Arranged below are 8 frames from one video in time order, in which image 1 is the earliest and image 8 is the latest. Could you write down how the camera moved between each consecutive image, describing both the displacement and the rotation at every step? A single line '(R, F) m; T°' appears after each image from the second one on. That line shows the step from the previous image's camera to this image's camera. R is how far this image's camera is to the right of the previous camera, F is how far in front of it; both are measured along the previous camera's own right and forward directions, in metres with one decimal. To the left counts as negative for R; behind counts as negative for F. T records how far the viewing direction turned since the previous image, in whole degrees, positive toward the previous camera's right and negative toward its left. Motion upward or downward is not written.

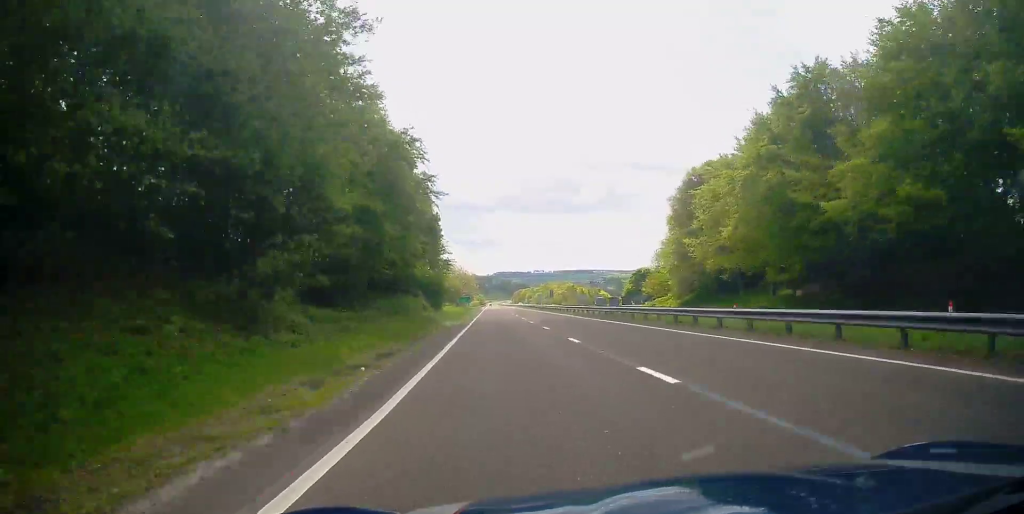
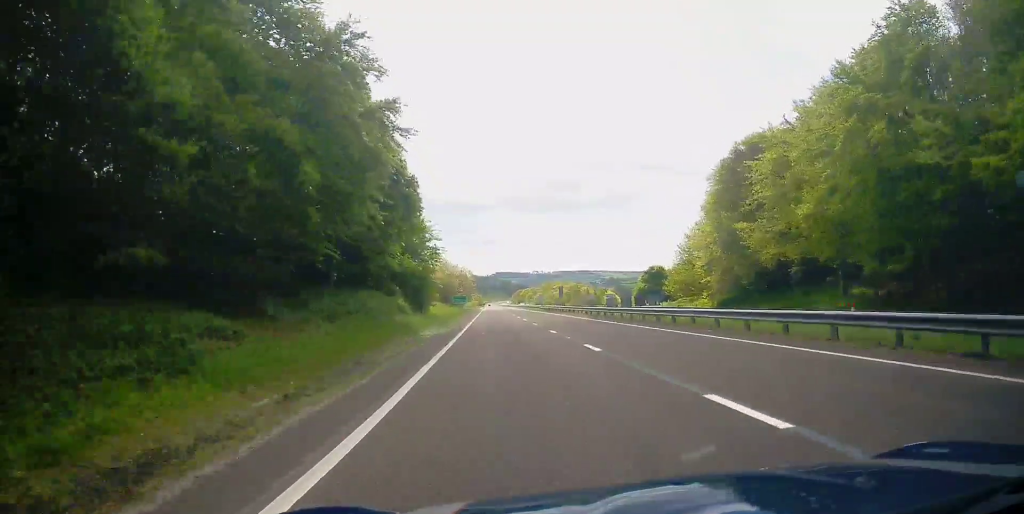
(+0.1, +12.7) m; +1°
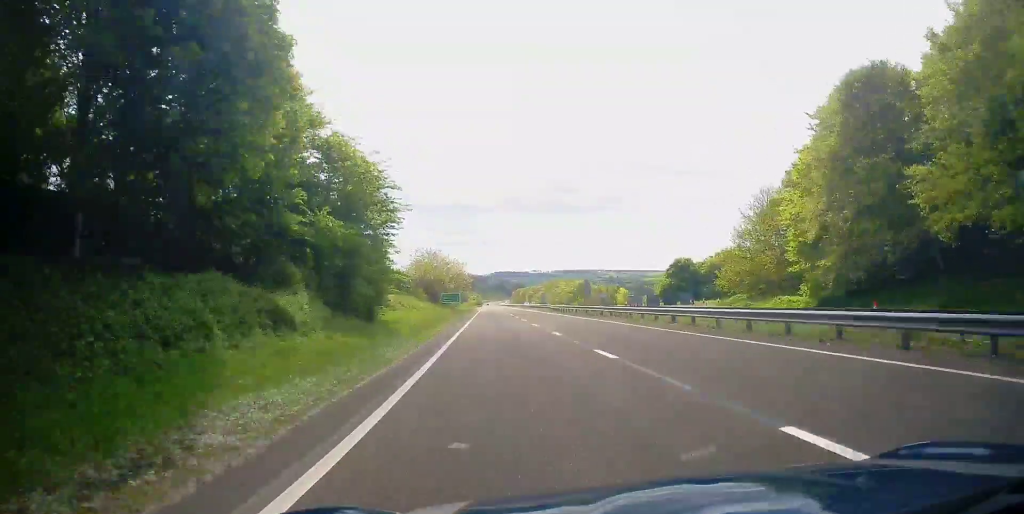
(+0.2, +19.1) m; 0°
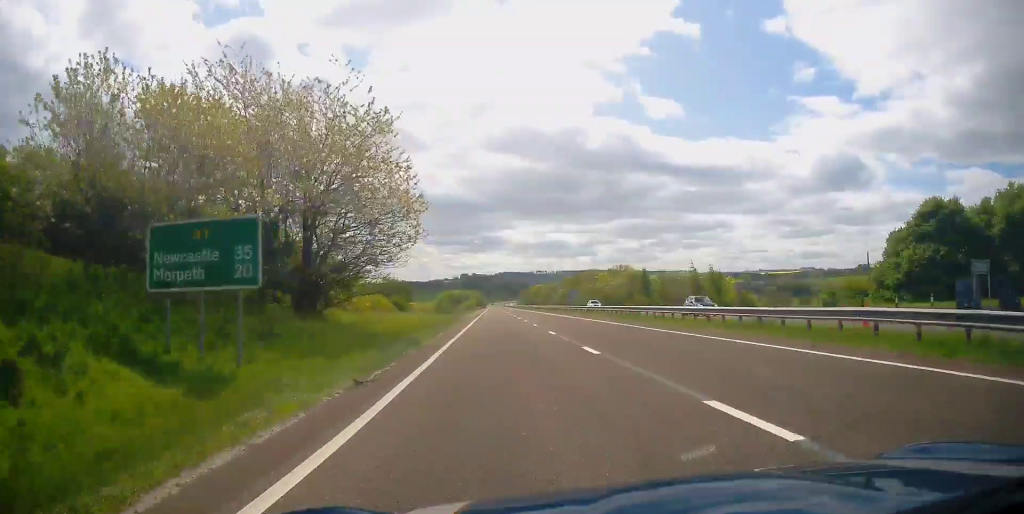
(0.0, +70.3) m; -1°
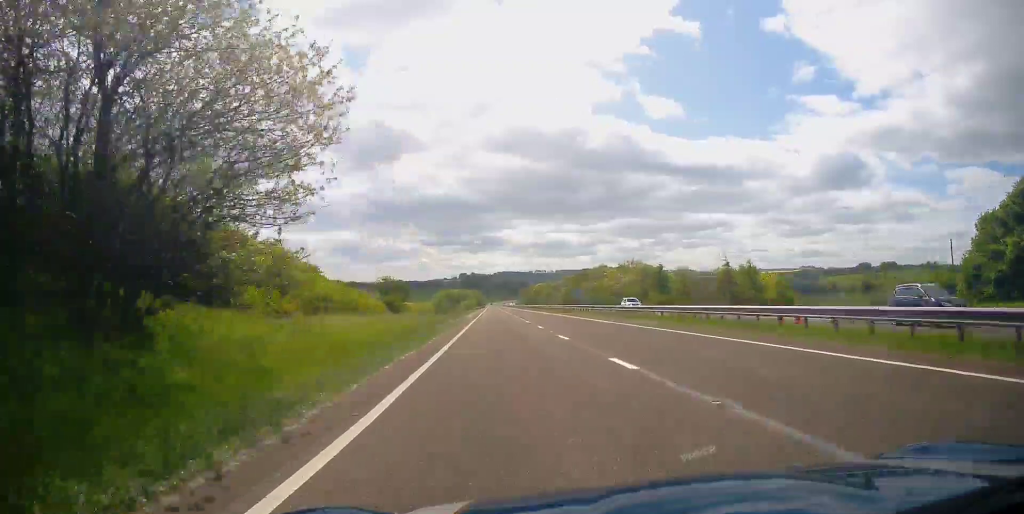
(-0.4, +11.9) m; 0°
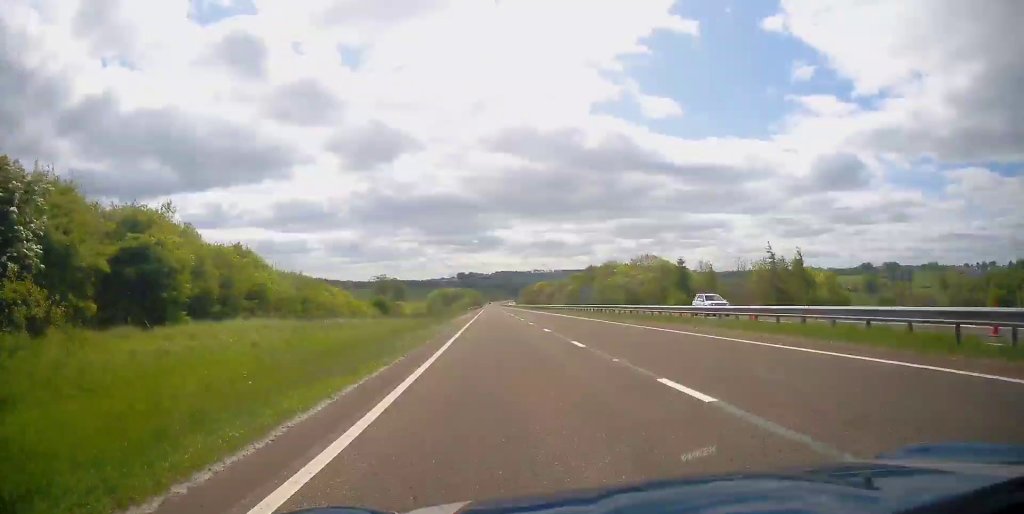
(-0.3, +13.0) m; 0°
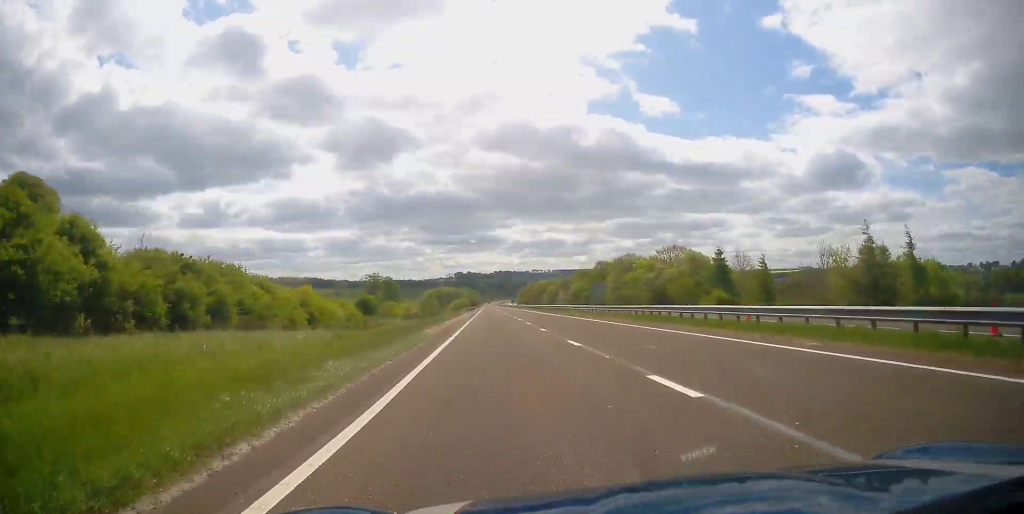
(+0.4, +17.4) m; +1°
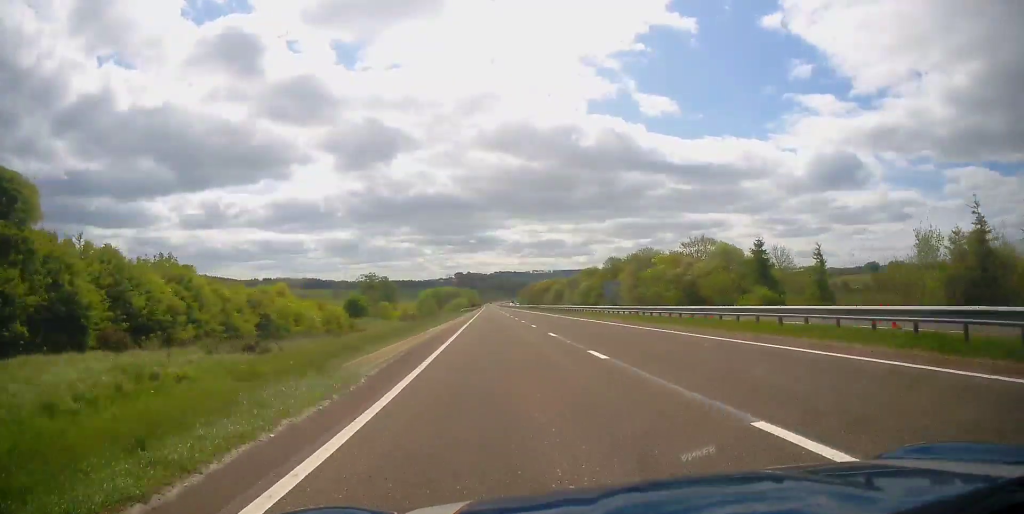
(+0.1, +13.4) m; 0°
